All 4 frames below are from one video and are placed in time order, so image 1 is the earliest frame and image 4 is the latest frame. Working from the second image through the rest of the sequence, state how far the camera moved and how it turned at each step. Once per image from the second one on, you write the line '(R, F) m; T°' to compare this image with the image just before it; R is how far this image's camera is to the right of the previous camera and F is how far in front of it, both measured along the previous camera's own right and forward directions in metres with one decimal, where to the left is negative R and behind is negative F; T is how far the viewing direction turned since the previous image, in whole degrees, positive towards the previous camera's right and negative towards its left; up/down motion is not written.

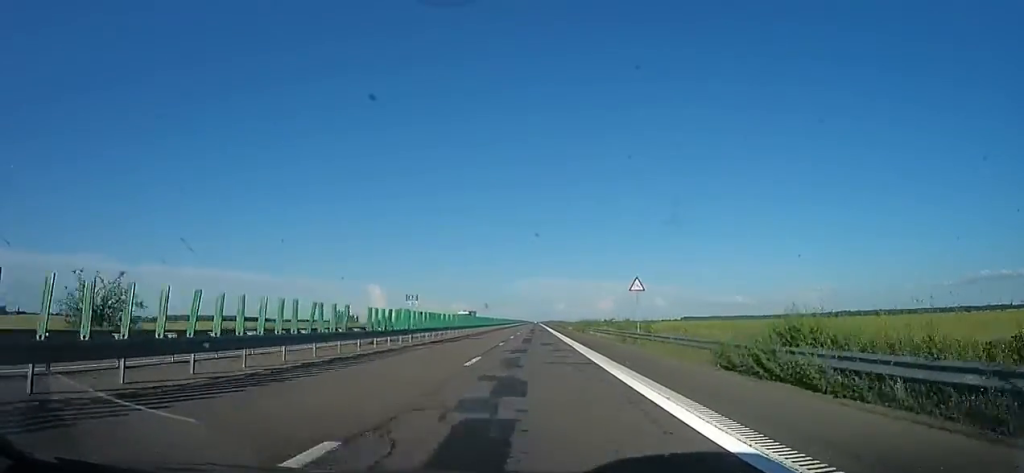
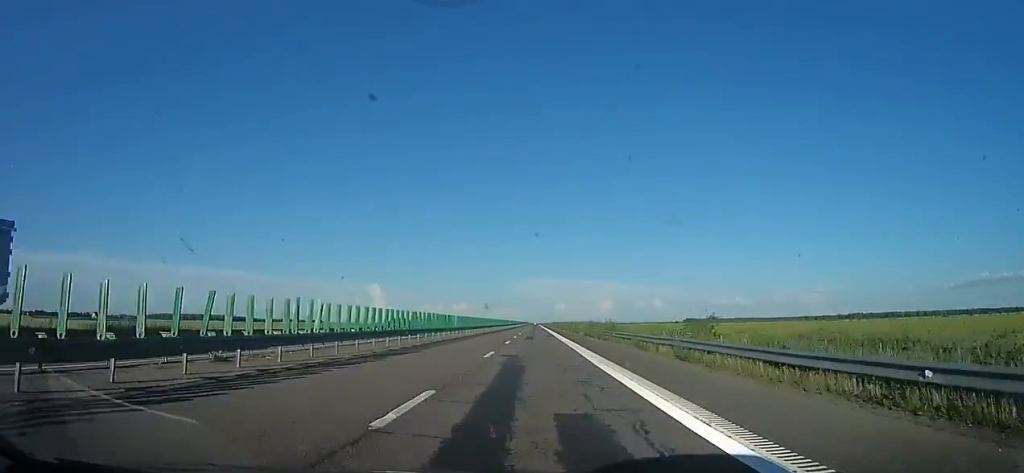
(0.0, +68.7) m; -1°
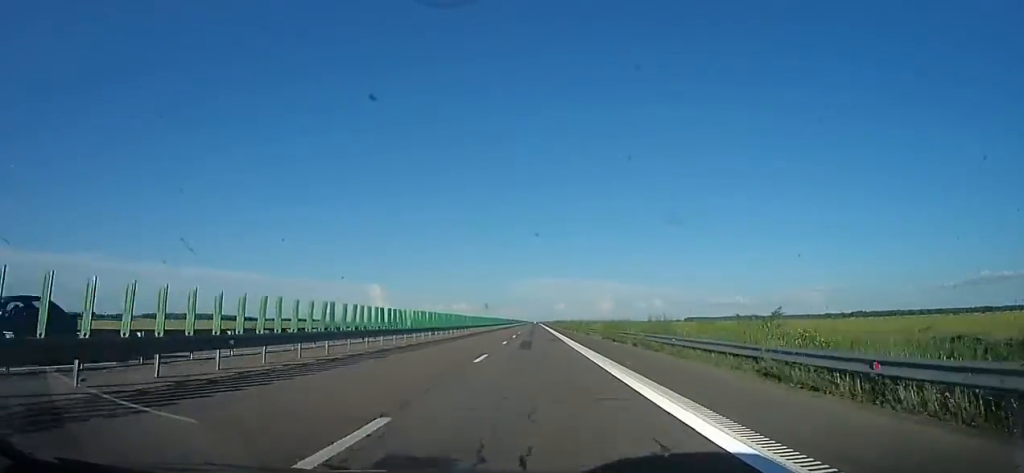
(+0.2, +14.8) m; -1°
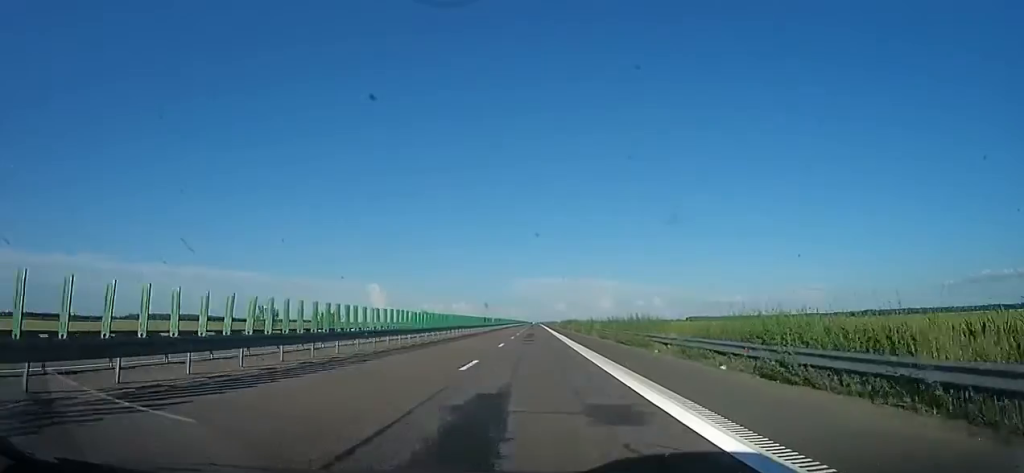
(-1.4, +50.7) m; 0°
